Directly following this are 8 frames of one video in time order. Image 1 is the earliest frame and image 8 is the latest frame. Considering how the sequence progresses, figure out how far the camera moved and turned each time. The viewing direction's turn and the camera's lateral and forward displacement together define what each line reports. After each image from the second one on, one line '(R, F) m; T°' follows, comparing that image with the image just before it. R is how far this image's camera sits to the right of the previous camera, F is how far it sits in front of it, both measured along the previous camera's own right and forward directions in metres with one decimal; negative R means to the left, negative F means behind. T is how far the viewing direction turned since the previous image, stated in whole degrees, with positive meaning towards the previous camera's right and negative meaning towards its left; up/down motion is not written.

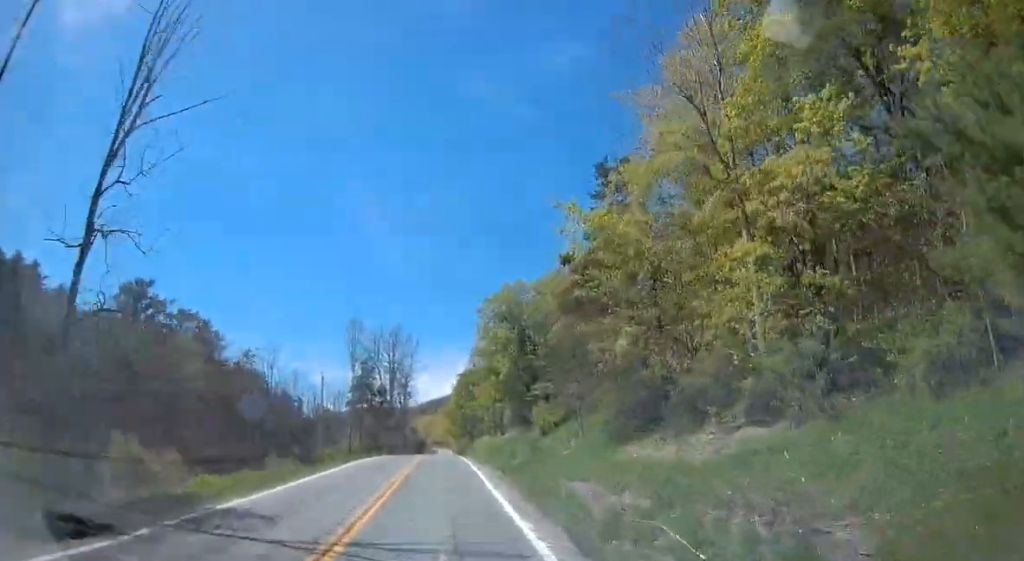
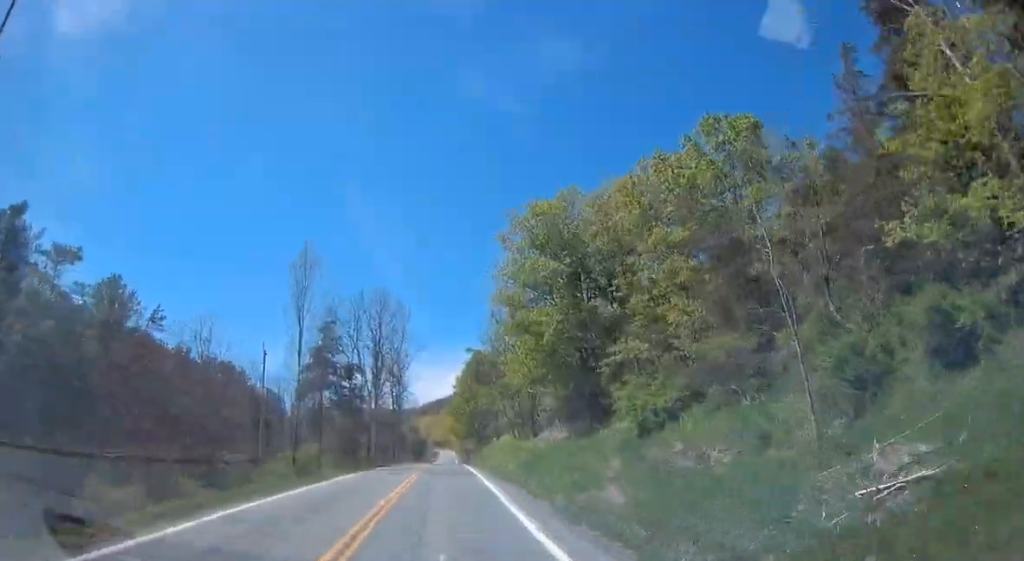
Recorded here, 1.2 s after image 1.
(+0.1, +24.4) m; 0°
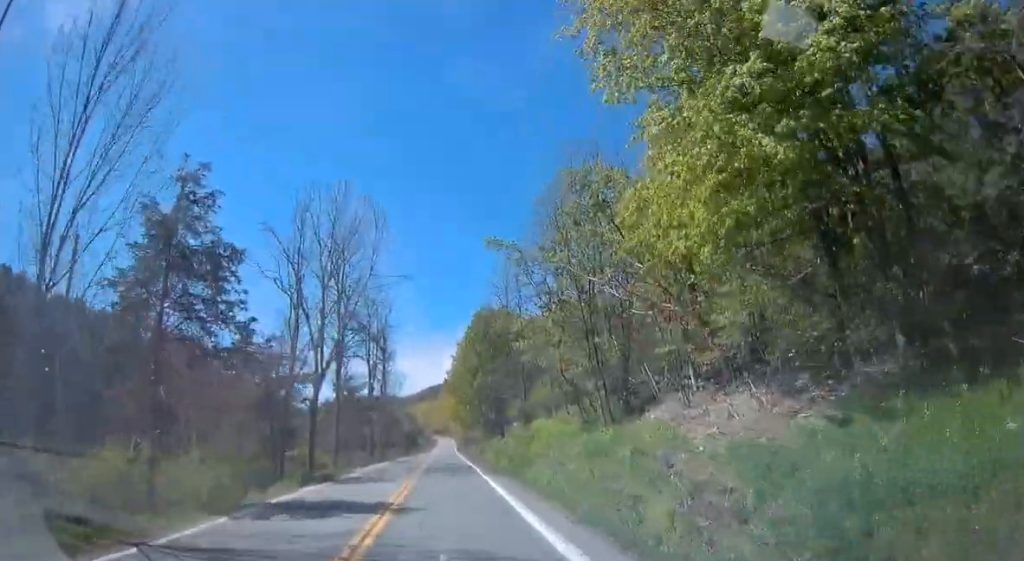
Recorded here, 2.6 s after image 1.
(-0.1, +26.5) m; -5°
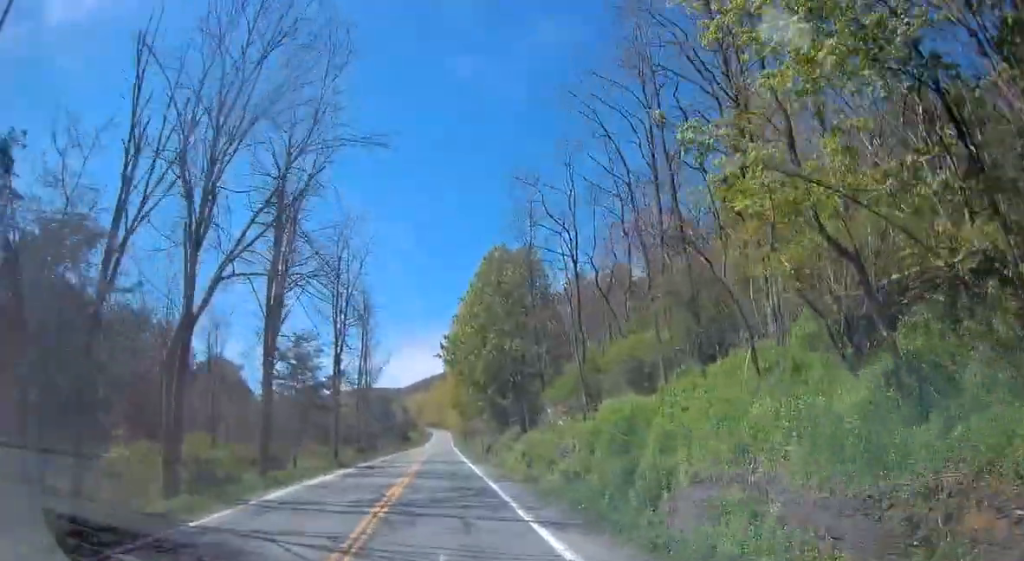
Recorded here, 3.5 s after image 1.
(-1.5, +19.2) m; -2°
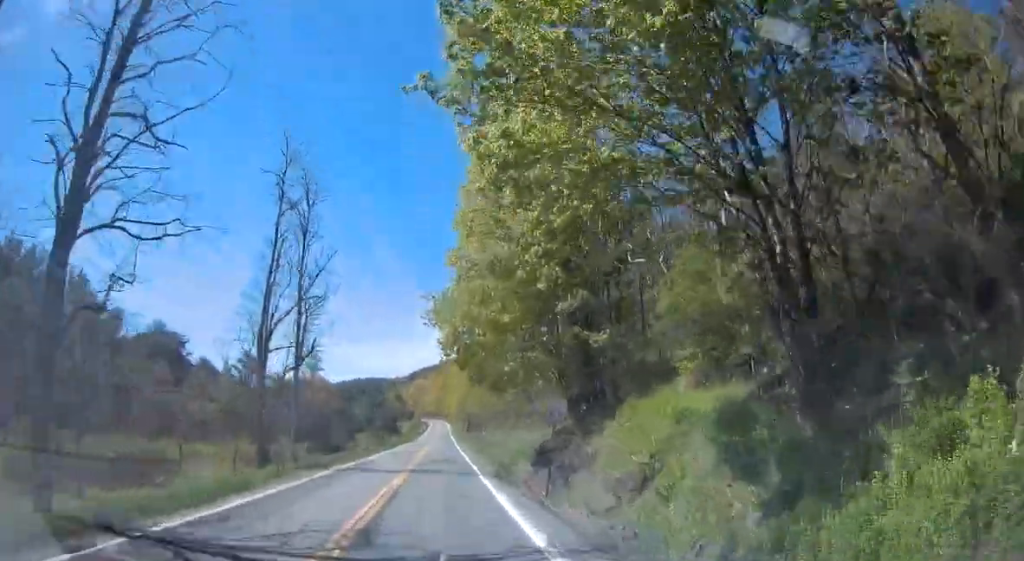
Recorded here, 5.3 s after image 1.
(+5.7, +35.3) m; +17°
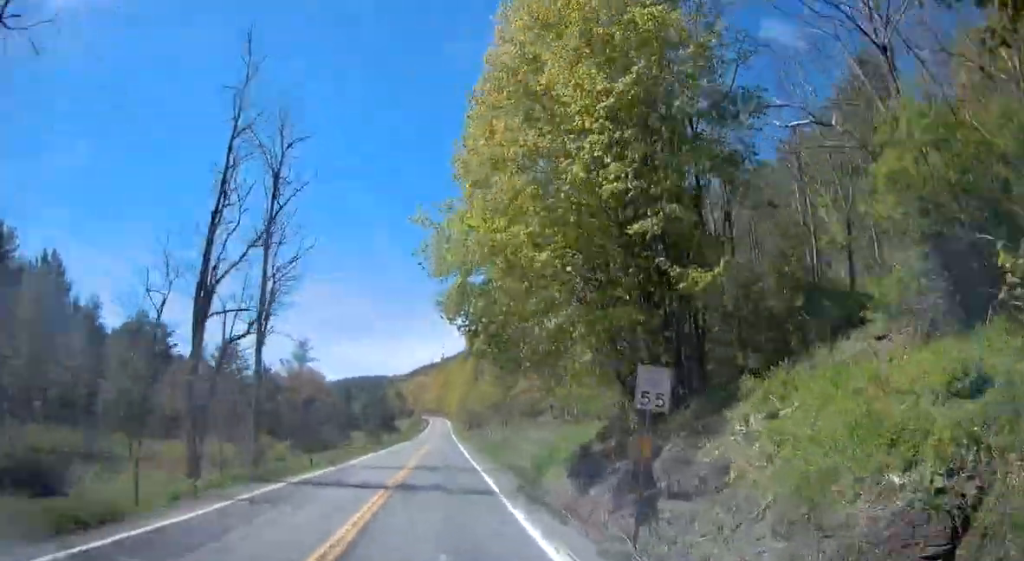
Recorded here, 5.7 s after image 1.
(+0.2, +9.2) m; -2°
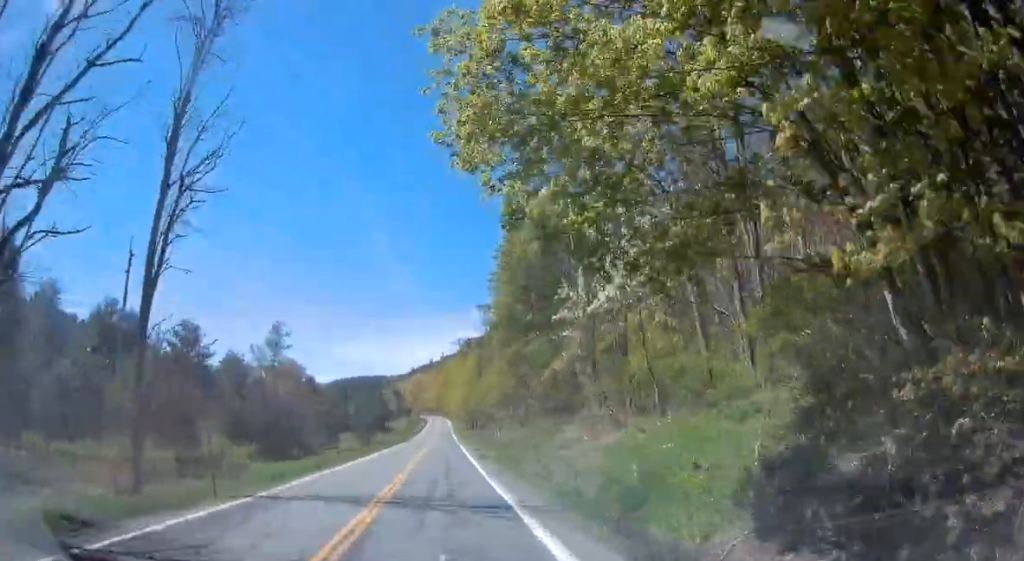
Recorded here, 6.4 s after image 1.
(-0.3, +13.6) m; -3°
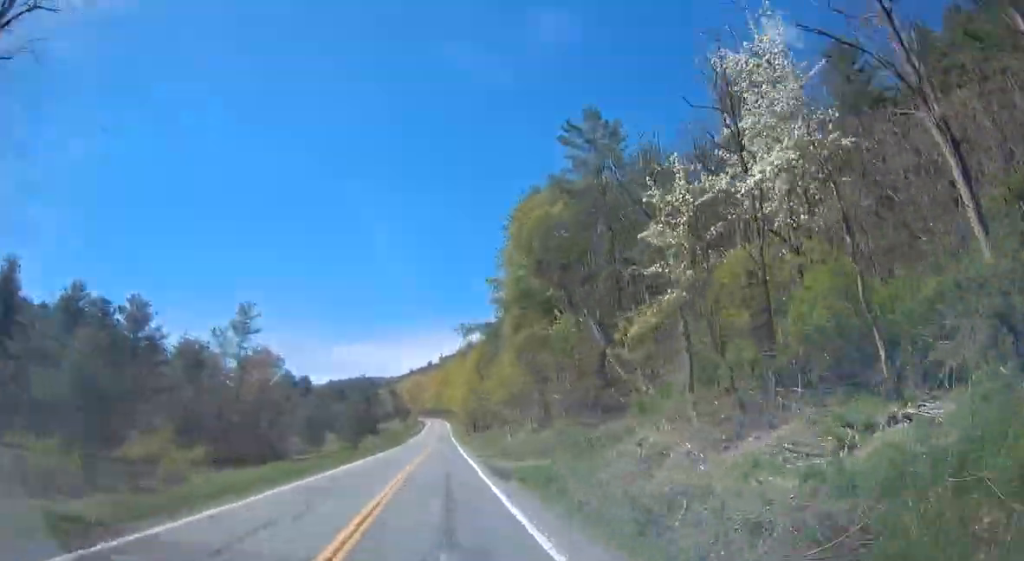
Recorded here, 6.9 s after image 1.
(-0.6, +12.3) m; -3°
